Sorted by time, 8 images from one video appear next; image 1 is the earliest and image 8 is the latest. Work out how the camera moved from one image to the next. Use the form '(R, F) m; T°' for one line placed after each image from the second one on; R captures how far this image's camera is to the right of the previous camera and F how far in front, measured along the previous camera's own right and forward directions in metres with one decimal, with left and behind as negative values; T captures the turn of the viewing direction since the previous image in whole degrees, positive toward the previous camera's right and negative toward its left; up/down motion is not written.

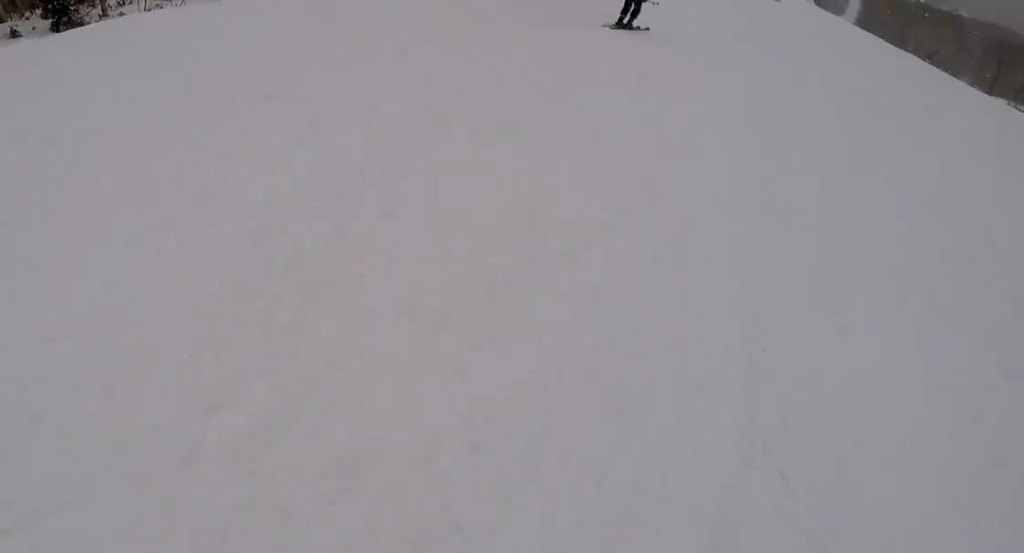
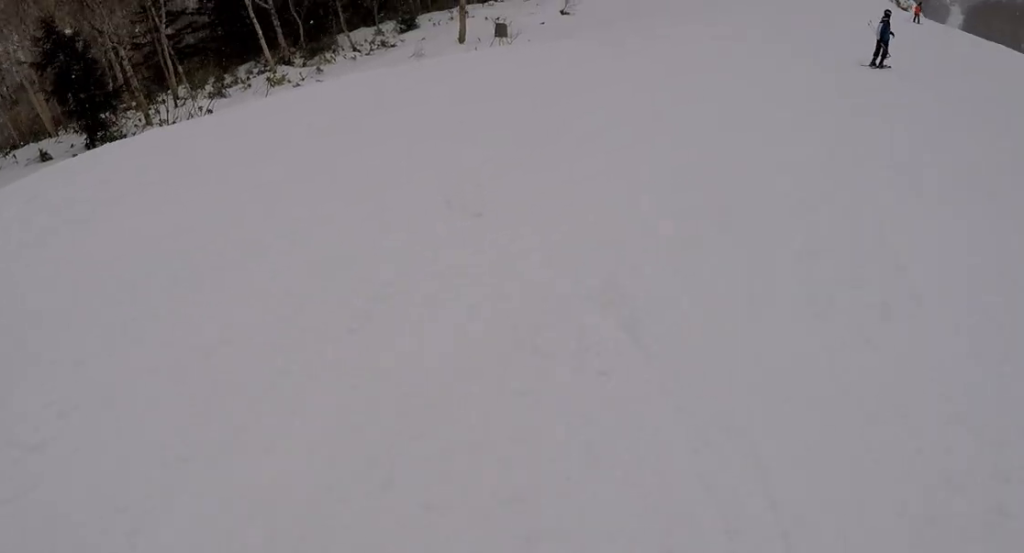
(+0.3, +5.2) m; -6°
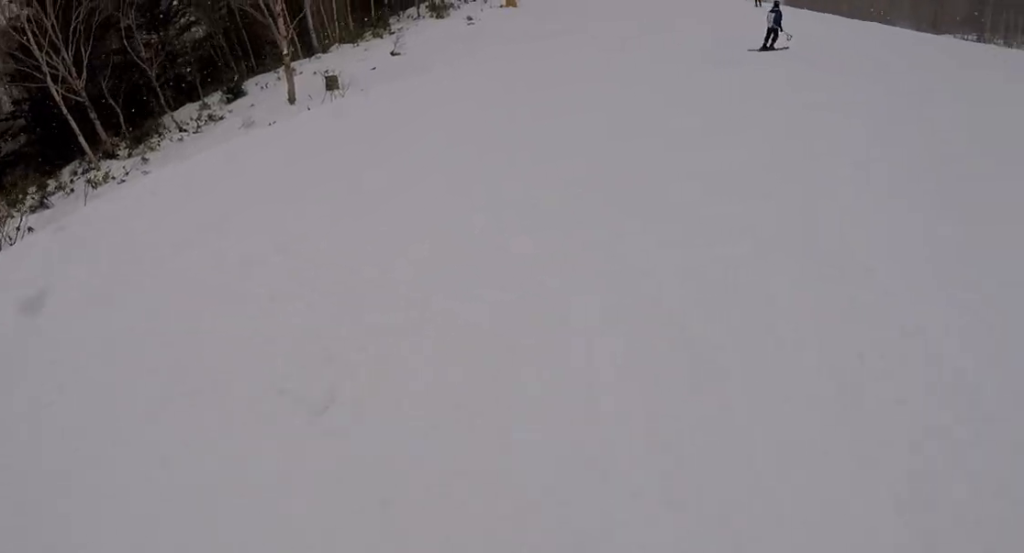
(-0.6, +1.9) m; +3°
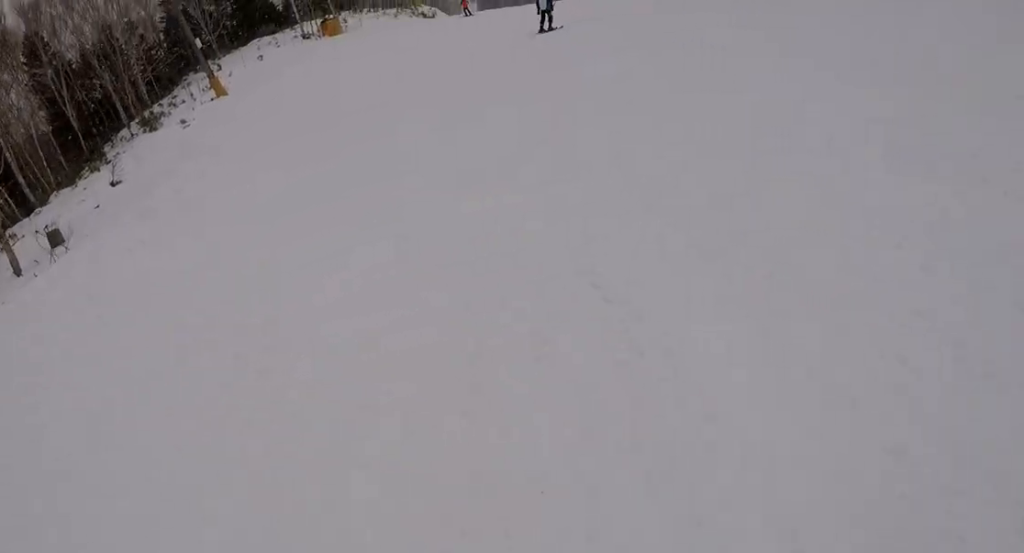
(-0.3, +2.3) m; +3°
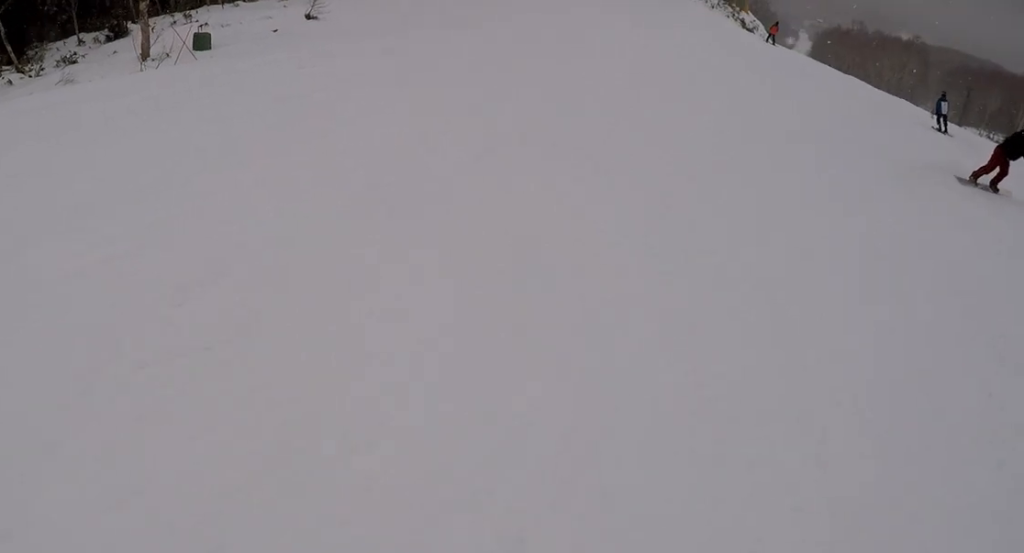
(+0.1, +6.3) m; 0°
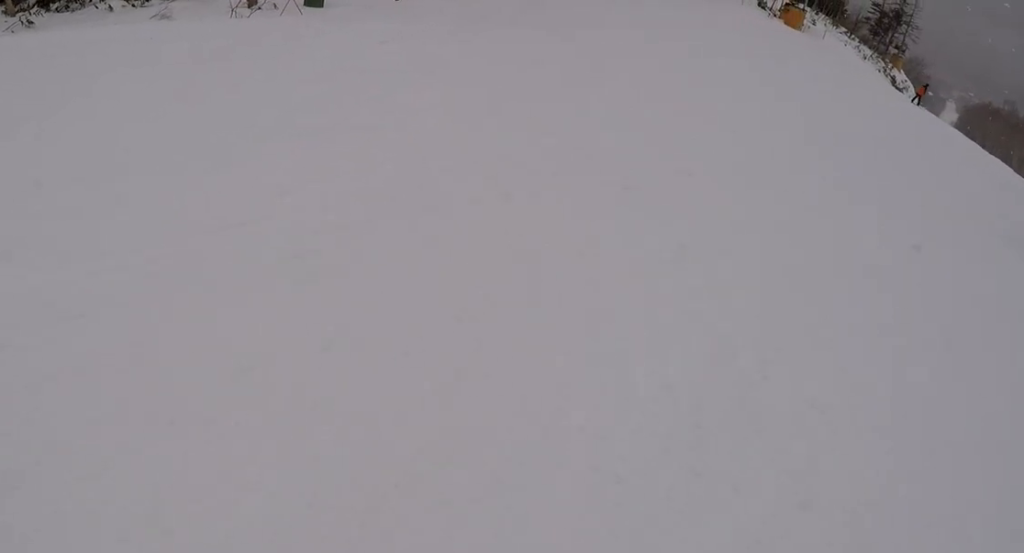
(0.0, +2.0) m; +7°
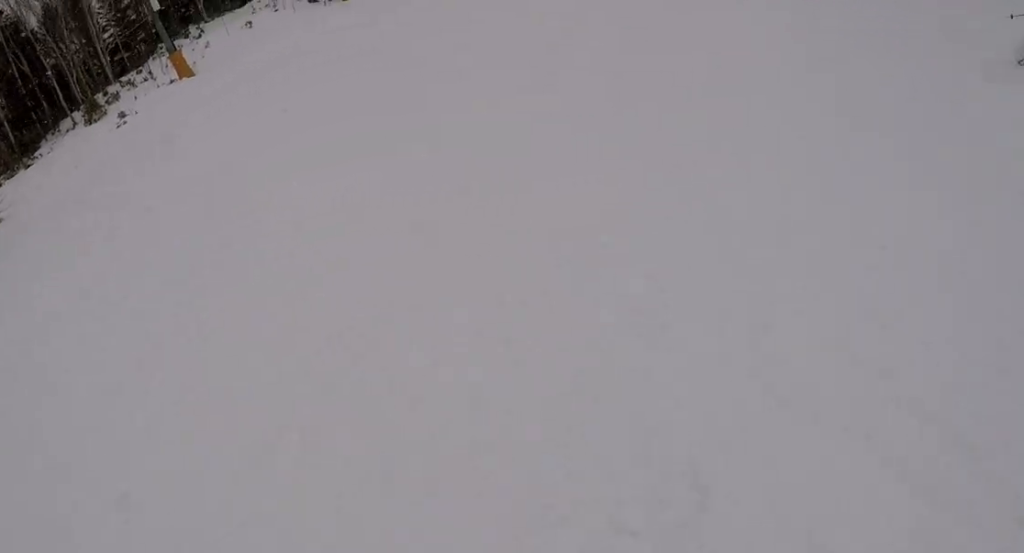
(+1.7, +5.1) m; +6°
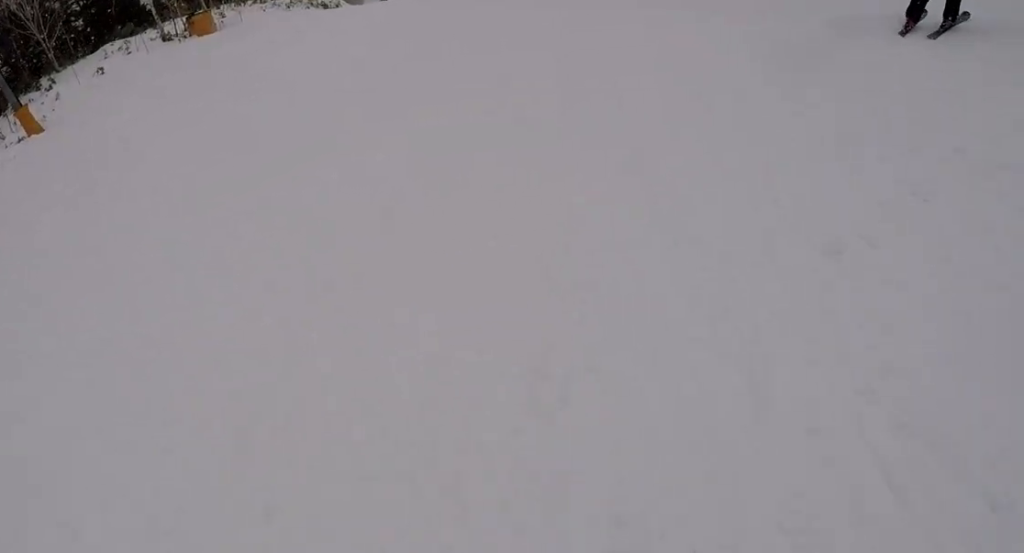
(+0.3, +2.0) m; -10°
